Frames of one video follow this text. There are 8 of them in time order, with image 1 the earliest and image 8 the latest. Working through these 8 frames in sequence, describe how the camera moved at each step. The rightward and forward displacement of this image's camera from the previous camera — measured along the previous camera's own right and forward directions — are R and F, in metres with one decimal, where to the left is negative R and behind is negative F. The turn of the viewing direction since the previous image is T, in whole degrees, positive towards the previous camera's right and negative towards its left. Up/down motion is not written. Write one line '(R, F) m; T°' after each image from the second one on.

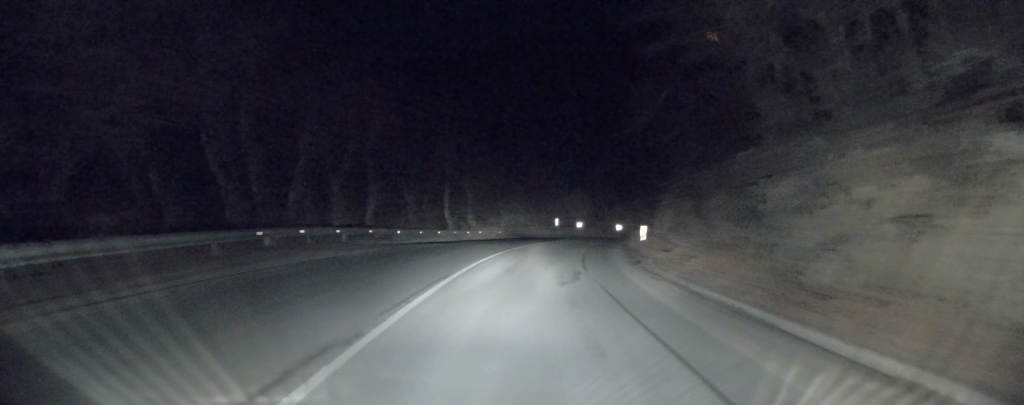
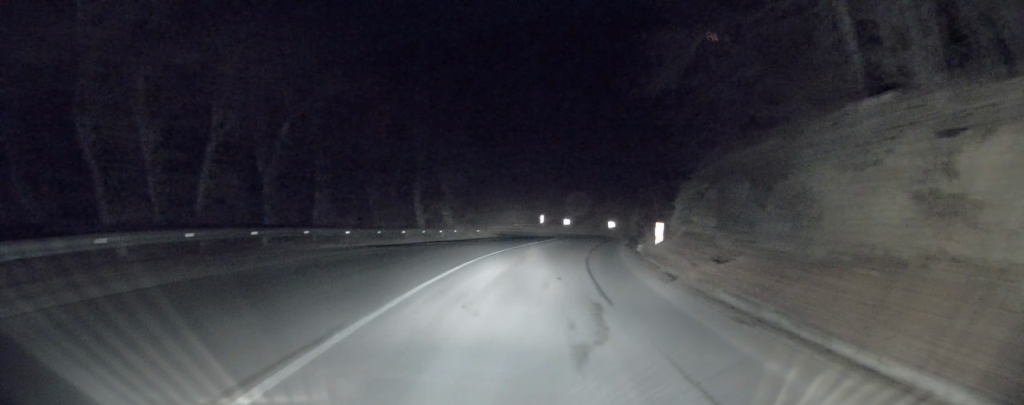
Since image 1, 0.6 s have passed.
(-0.1, +6.3) m; +1°
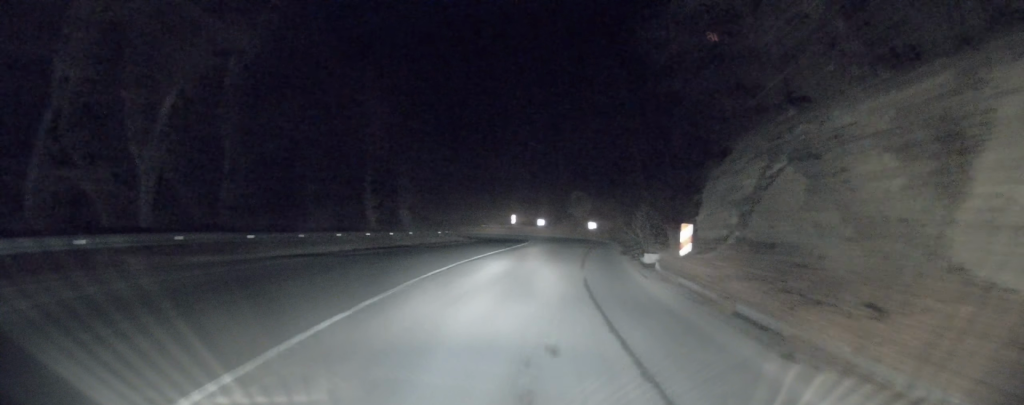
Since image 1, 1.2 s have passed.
(+0.1, +6.8) m; +3°
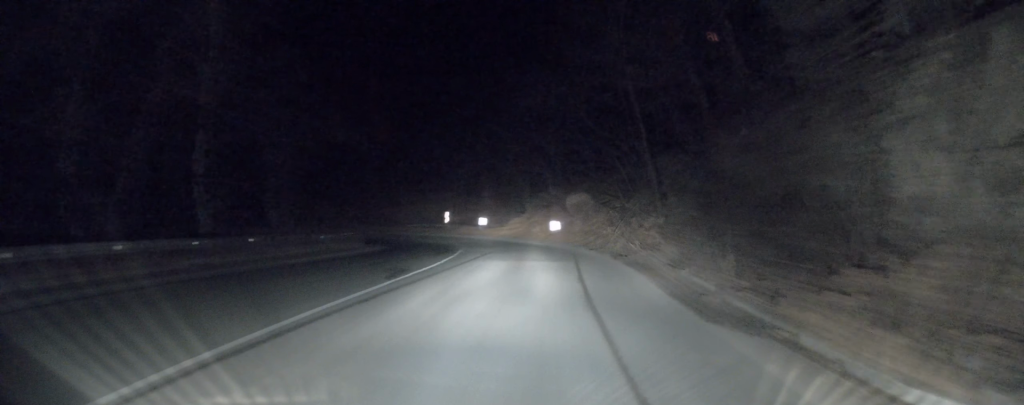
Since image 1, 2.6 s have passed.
(+0.8, +16.0) m; +5°
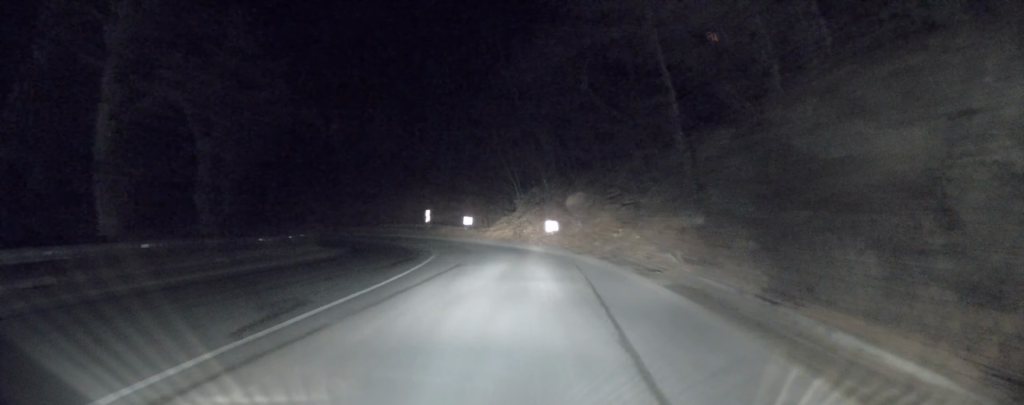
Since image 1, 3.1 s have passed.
(+0.1, +6.1) m; 0°
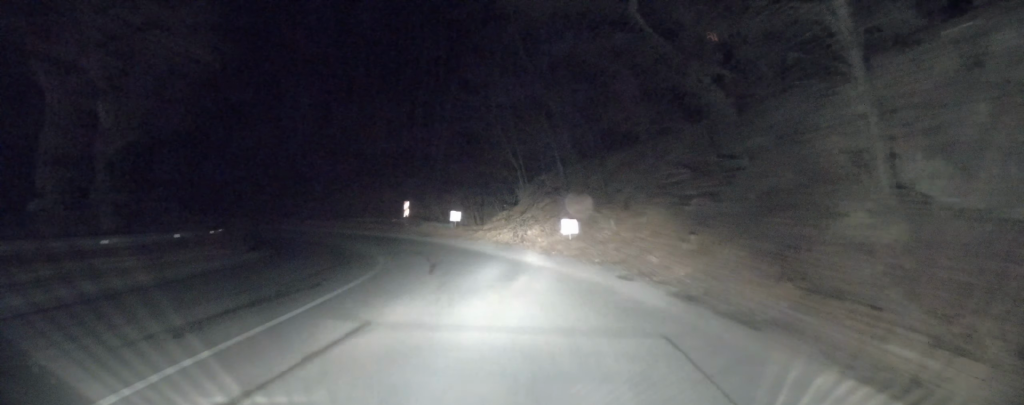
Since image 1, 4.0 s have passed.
(-0.1, +9.5) m; -1°
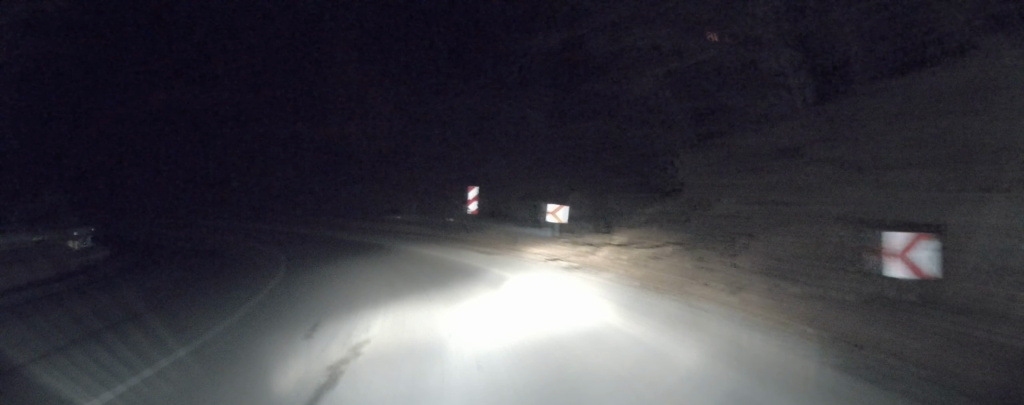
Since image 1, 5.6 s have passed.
(-0.4, +16.8) m; -4°
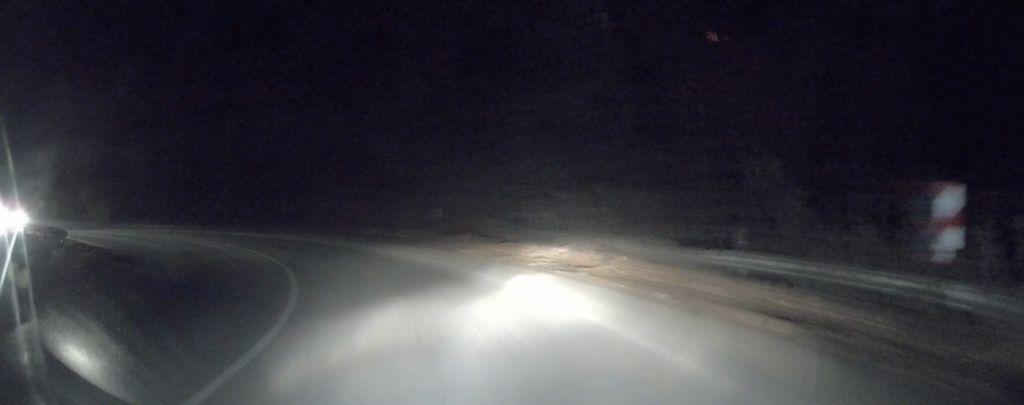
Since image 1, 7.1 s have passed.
(-1.1, +16.4) m; -14°
